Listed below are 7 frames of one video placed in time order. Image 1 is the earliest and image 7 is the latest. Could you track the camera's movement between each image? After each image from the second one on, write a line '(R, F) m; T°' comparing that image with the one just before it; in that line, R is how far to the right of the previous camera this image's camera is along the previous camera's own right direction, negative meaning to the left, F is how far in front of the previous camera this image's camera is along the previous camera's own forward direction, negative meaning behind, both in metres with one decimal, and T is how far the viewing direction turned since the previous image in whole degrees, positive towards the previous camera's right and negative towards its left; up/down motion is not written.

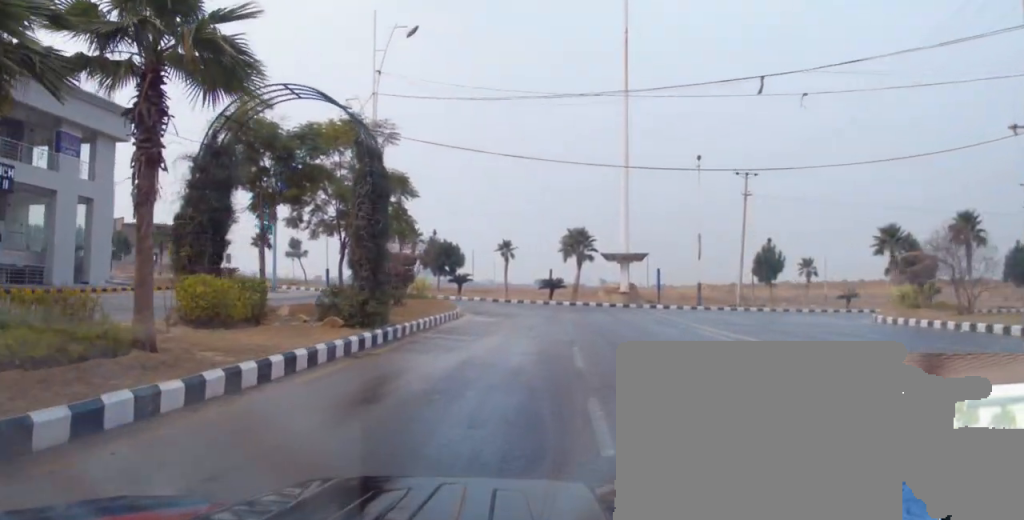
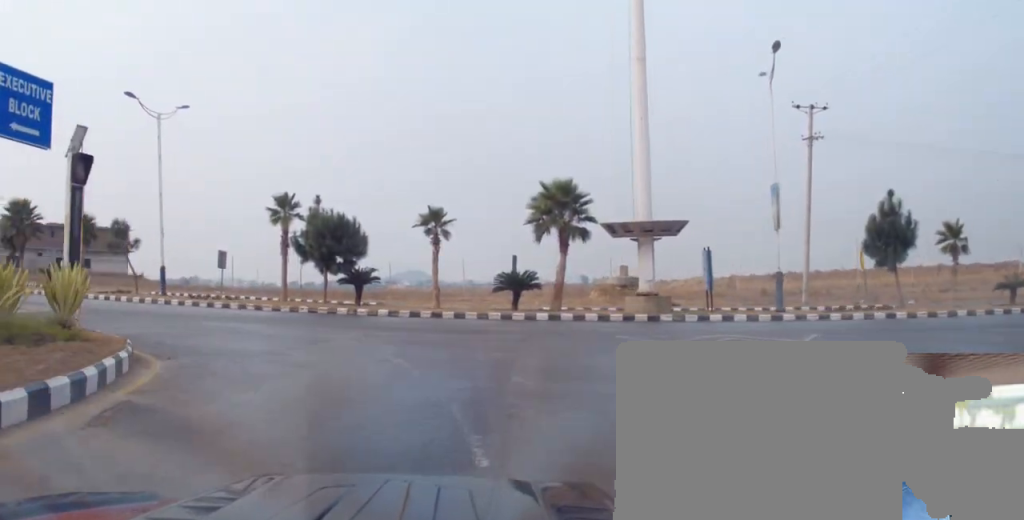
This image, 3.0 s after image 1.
(-0.6, +23.6) m; -11°
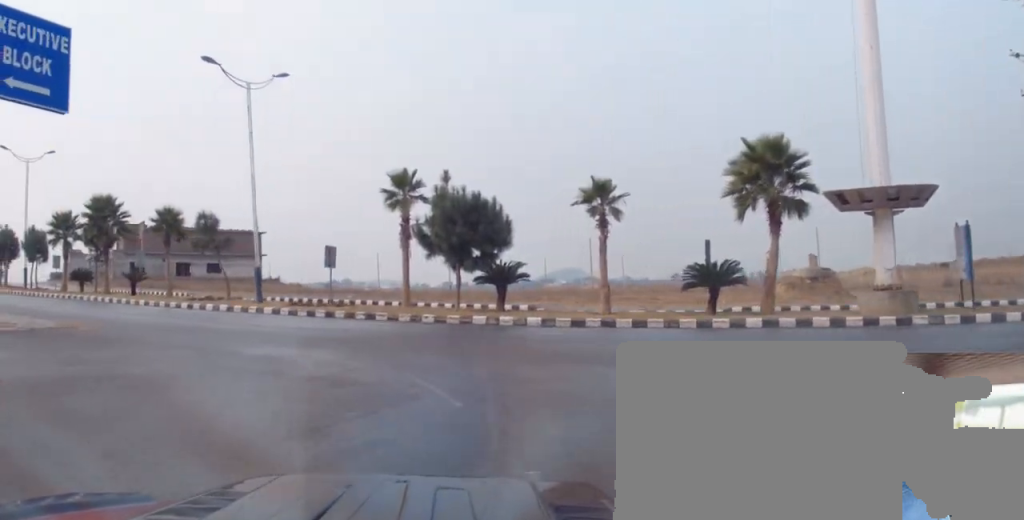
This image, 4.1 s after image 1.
(-0.5, +8.1) m; -8°
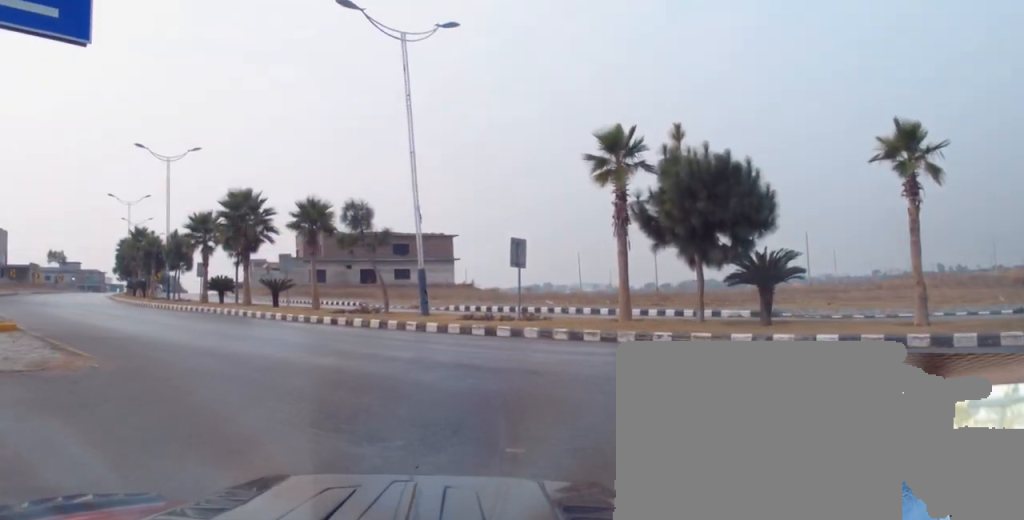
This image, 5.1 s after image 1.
(-0.7, +7.9) m; -16°
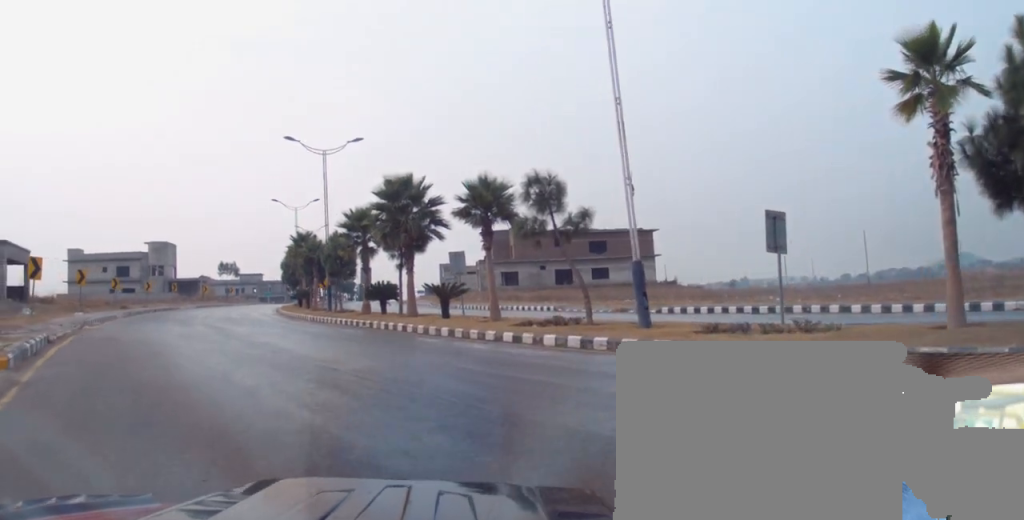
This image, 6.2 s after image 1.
(-1.4, +7.2) m; -19°
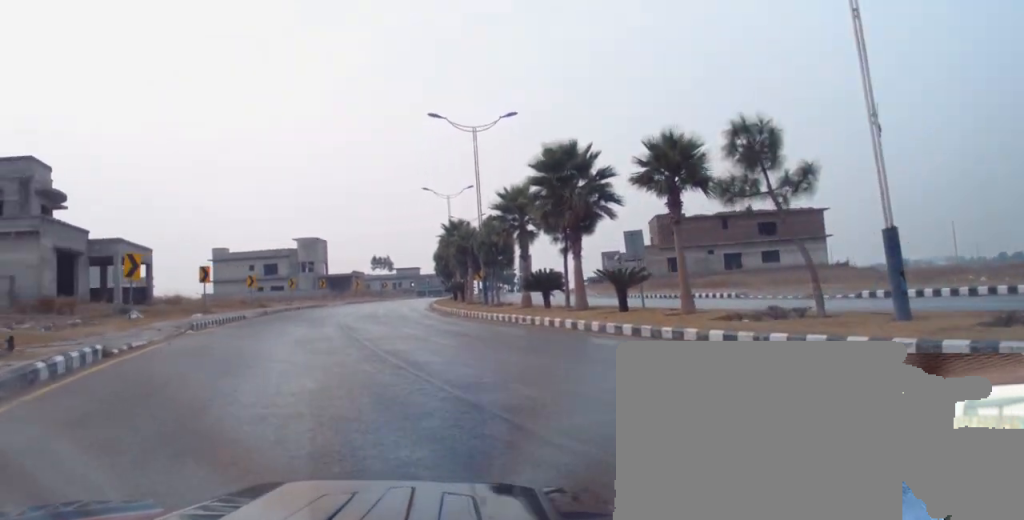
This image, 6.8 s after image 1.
(-0.5, +4.7) m; -10°
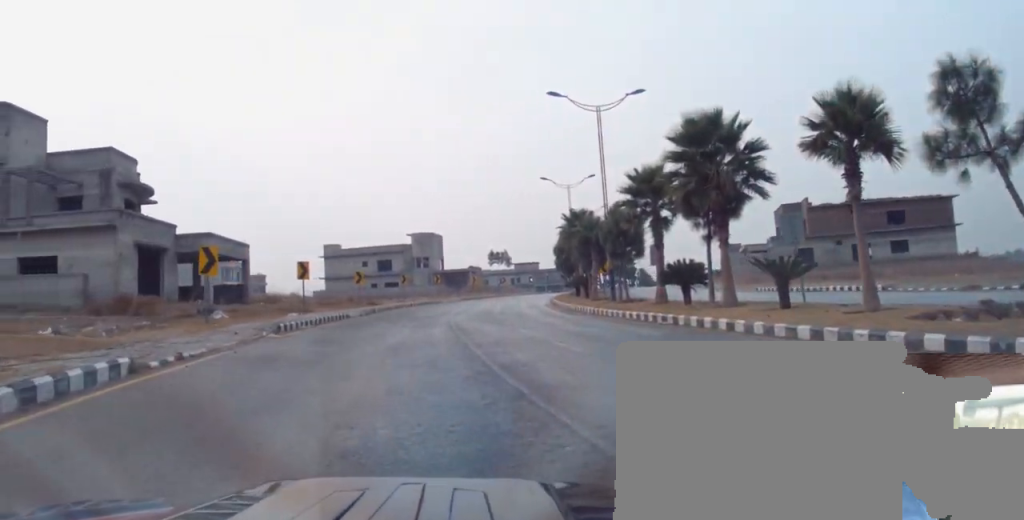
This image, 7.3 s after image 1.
(-0.2, +3.8) m; -5°
